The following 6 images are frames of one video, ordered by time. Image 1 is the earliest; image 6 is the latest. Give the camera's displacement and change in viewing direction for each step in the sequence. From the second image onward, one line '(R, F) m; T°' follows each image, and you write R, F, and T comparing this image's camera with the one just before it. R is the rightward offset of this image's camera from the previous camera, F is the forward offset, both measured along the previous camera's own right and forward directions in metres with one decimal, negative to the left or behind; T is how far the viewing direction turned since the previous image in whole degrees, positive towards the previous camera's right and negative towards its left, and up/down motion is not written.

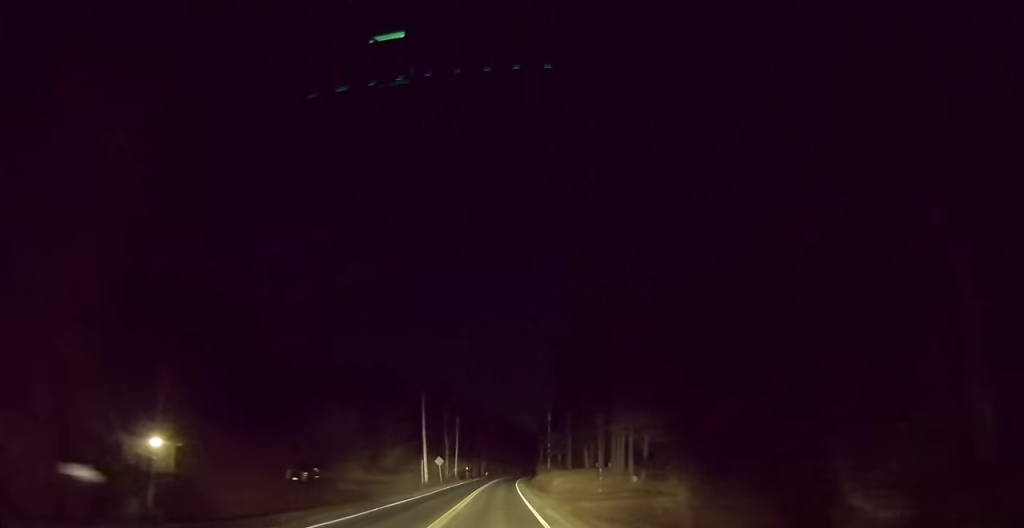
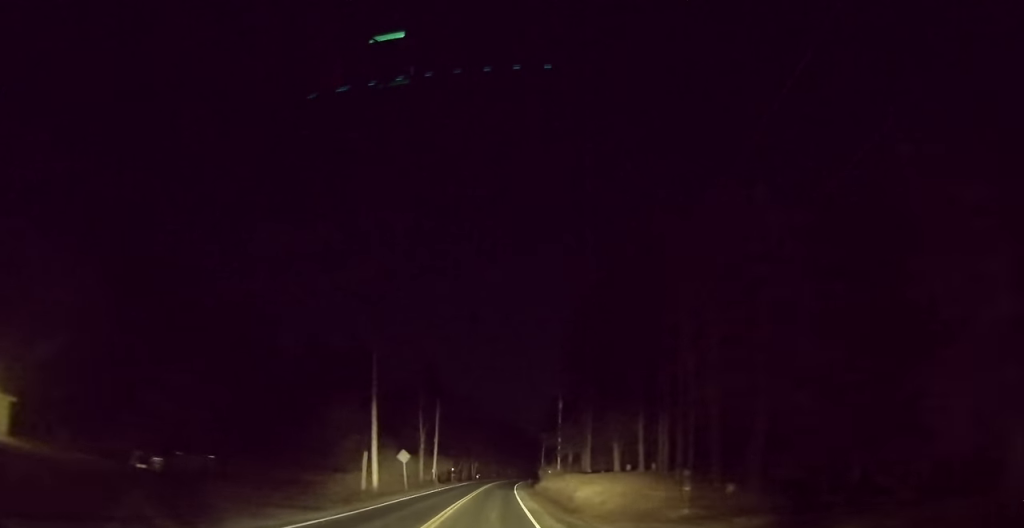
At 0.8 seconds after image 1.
(+0.4, +20.5) m; 0°
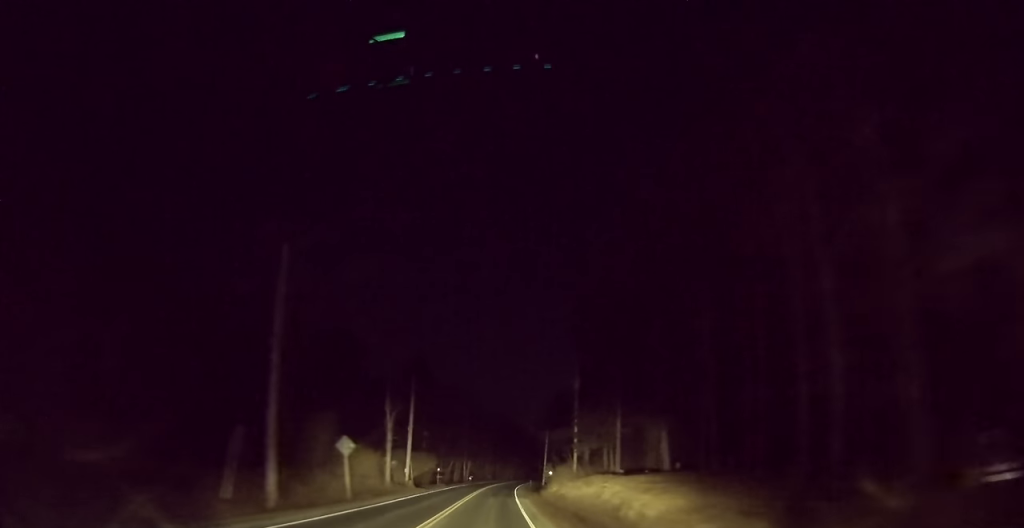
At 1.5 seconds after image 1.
(-0.1, +15.7) m; 0°
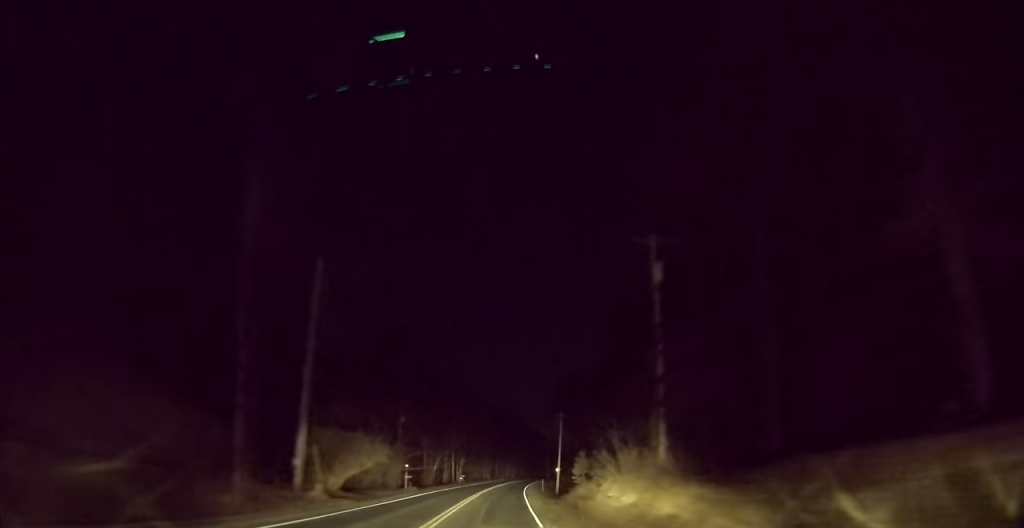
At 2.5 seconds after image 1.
(+0.1, +25.0) m; 0°
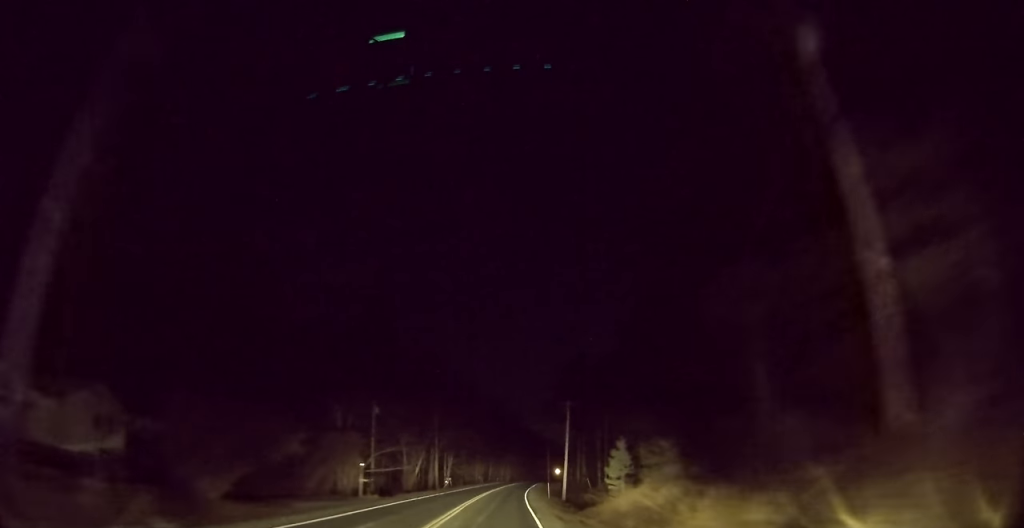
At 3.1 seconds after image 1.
(+0.1, +15.1) m; 0°
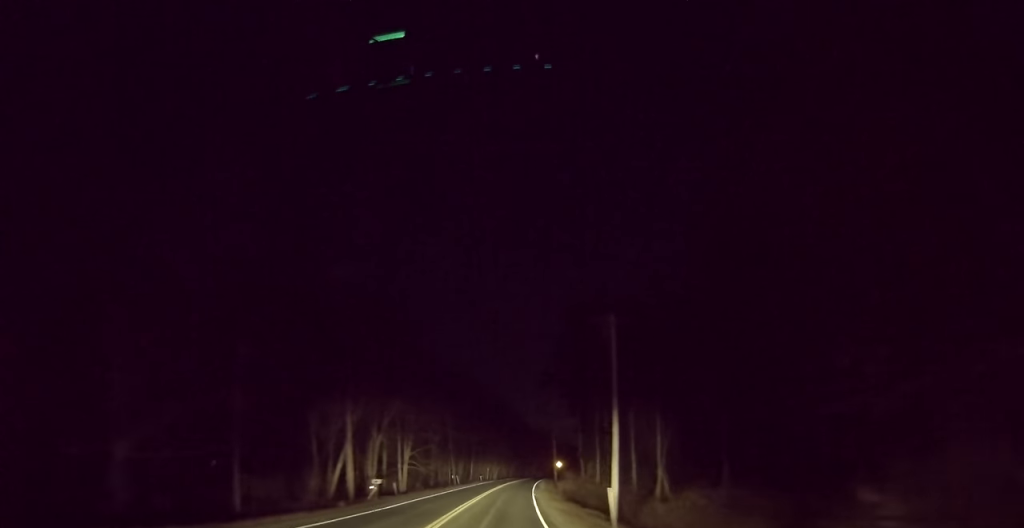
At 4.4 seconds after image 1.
(+0.3, +33.6) m; +1°
